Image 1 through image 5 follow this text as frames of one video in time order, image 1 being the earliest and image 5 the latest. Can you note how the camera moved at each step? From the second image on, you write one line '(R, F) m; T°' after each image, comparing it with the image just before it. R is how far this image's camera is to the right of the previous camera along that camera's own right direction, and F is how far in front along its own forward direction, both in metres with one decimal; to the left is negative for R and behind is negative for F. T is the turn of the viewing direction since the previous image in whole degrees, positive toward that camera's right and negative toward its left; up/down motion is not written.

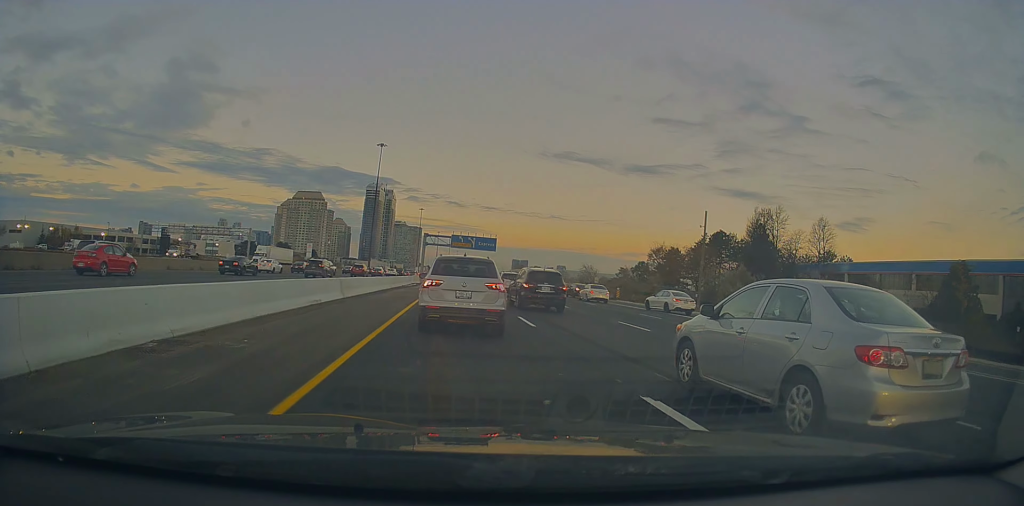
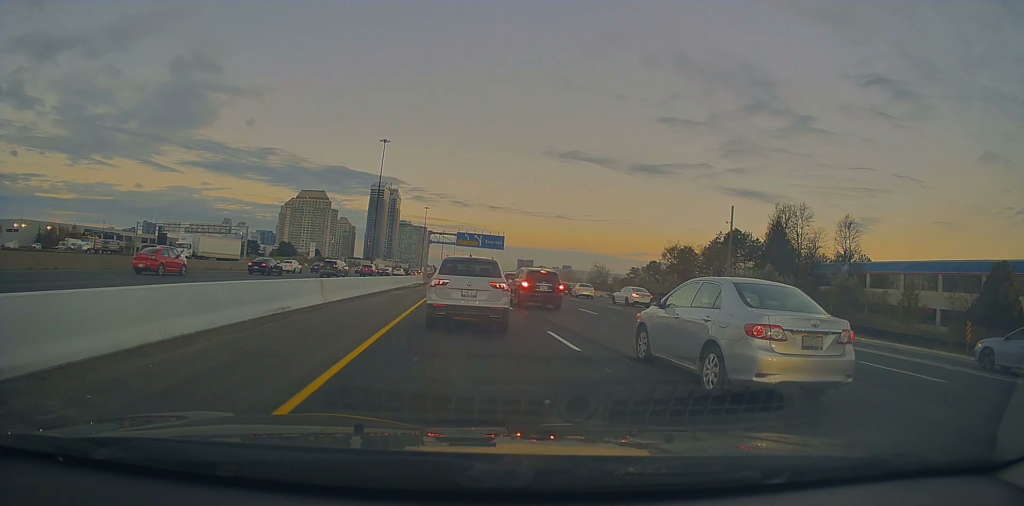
(+0.1, +5.0) m; -3°
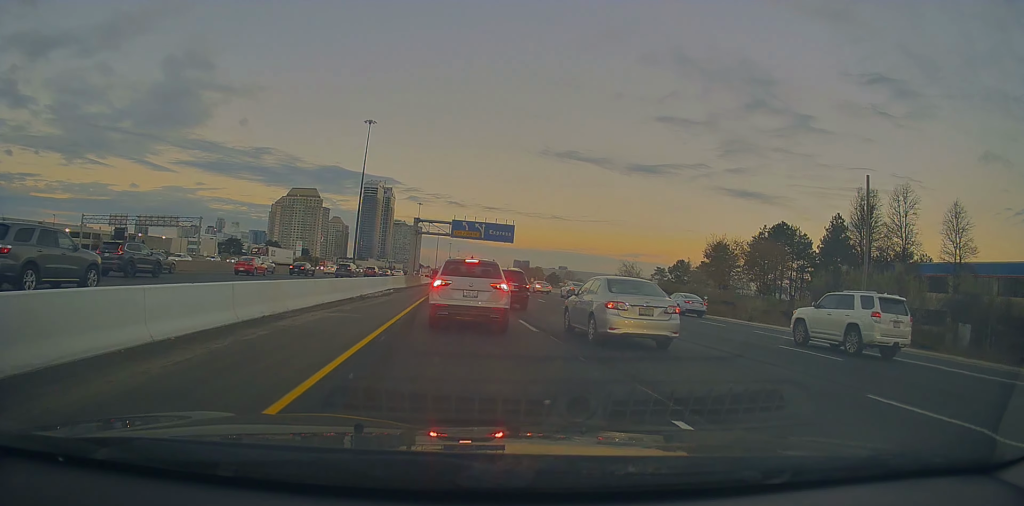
(-0.8, +20.9) m; +1°
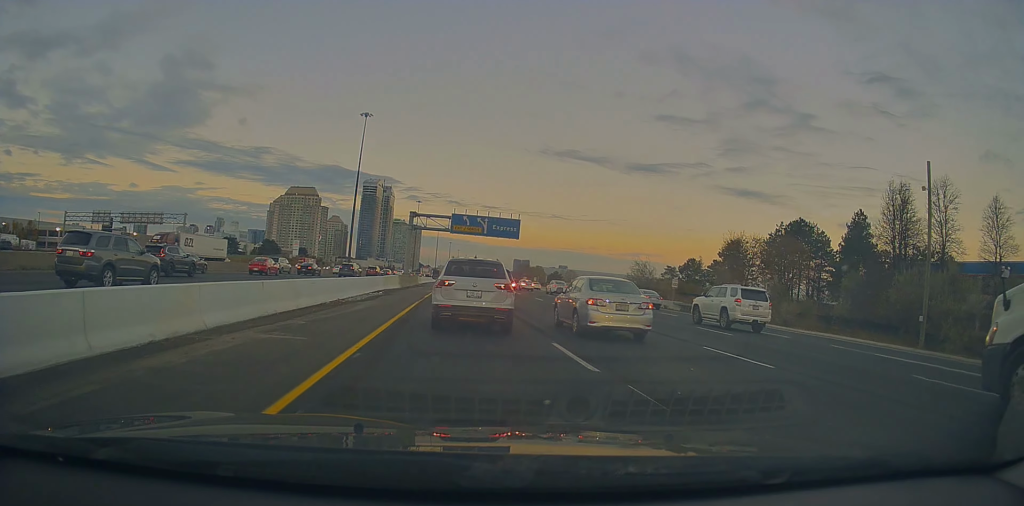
(-0.1, +5.9) m; -3°
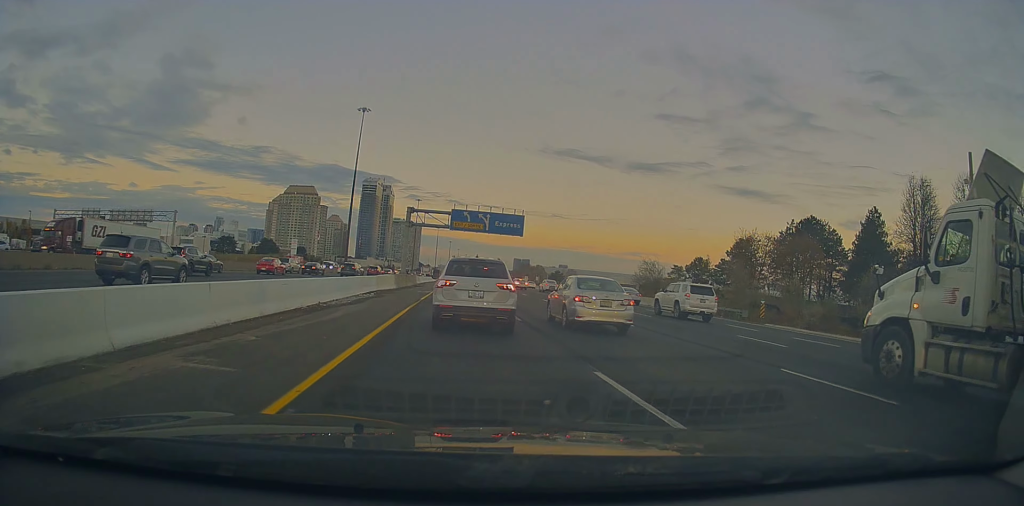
(-0.1, +3.5) m; +1°
